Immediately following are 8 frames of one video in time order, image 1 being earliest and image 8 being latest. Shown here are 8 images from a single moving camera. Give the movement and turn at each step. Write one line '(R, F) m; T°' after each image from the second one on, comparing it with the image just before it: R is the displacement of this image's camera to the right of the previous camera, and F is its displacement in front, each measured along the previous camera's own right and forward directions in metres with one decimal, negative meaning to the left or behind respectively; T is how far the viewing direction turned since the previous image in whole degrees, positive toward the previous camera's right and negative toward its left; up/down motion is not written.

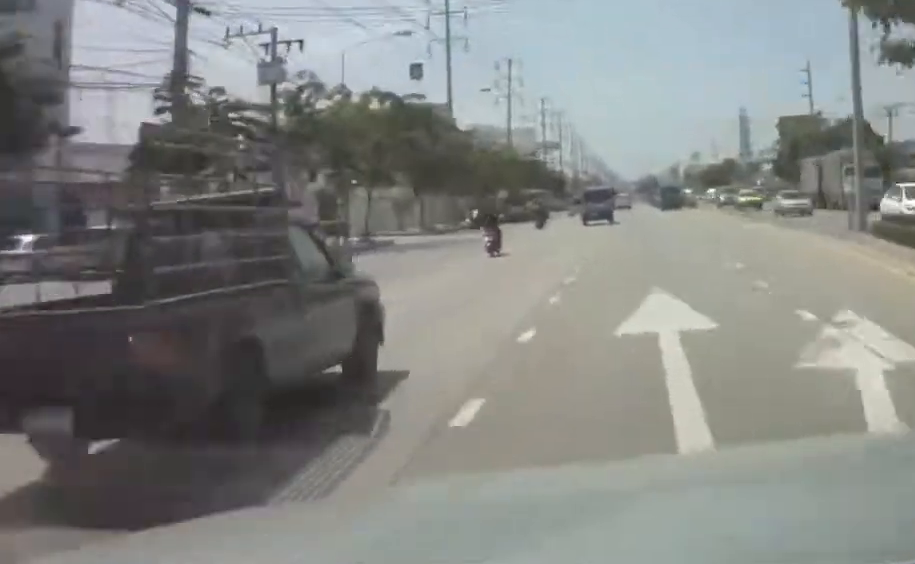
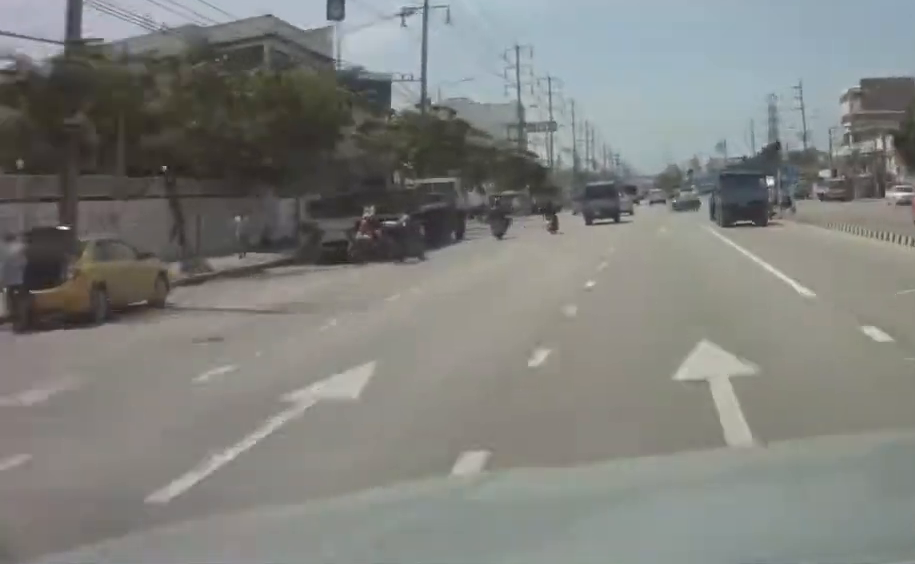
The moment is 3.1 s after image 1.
(-0.5, +51.9) m; -1°
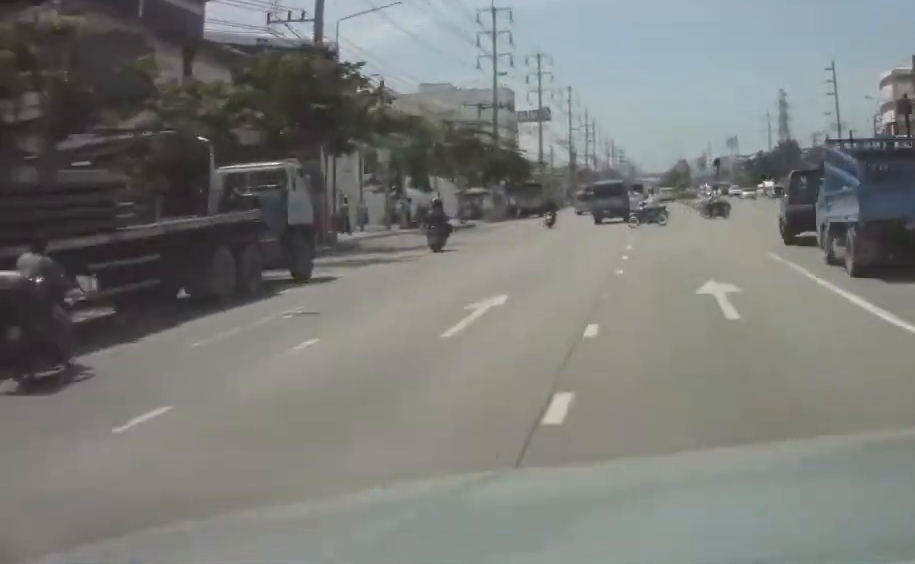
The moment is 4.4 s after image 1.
(-0.2, +22.6) m; 0°
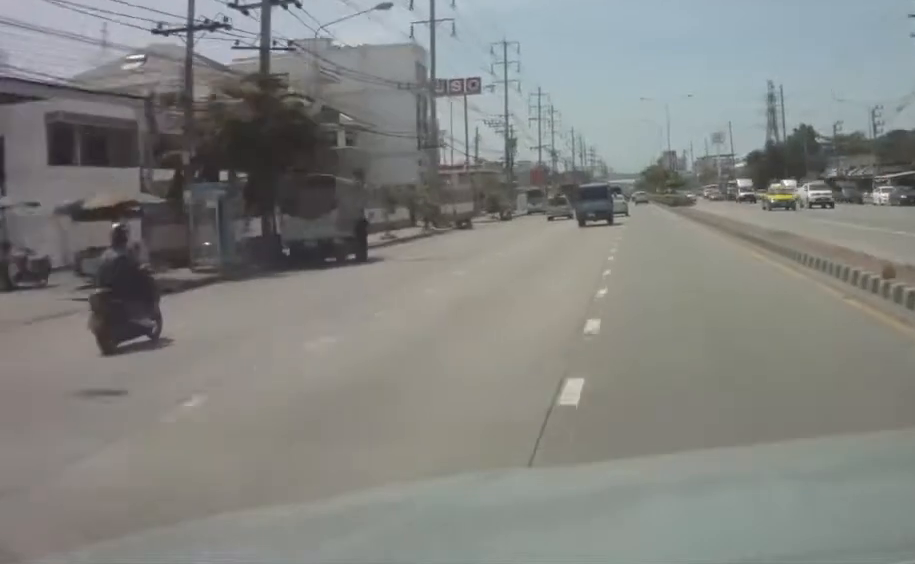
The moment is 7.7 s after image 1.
(+0.7, +55.2) m; +1°
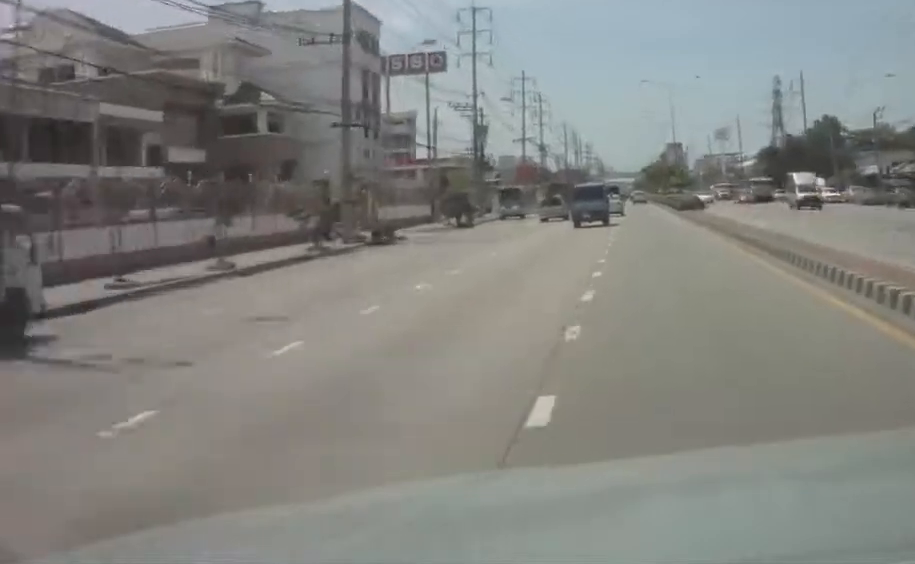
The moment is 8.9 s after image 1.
(0.0, +22.0) m; 0°
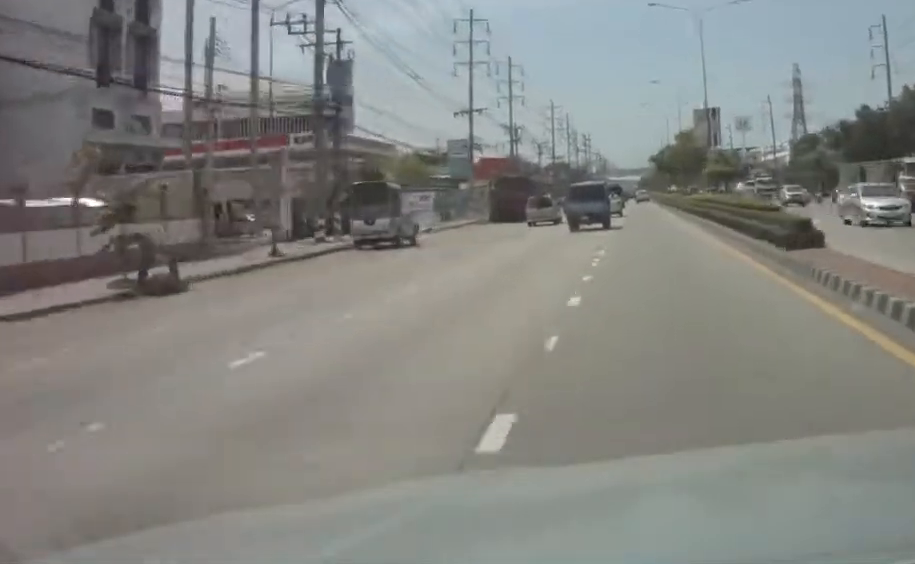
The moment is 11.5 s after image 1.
(-0.2, +45.7) m; 0°
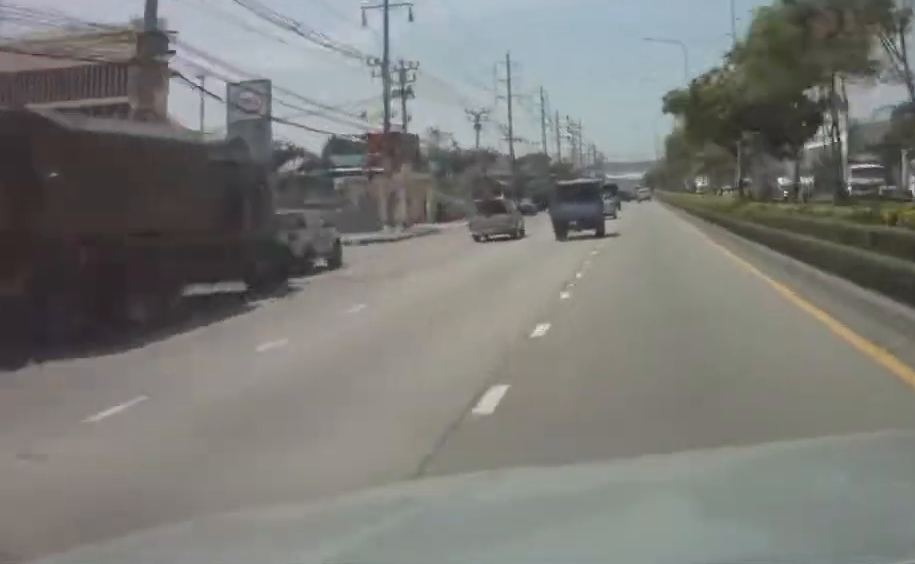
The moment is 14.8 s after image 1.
(-0.1, +59.6) m; 0°
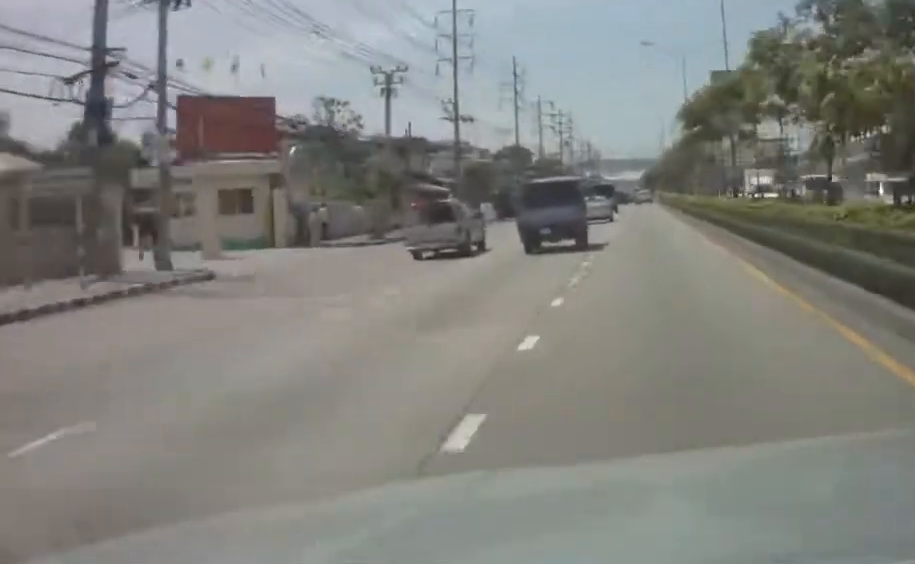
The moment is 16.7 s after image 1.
(+0.1, +31.6) m; 0°
